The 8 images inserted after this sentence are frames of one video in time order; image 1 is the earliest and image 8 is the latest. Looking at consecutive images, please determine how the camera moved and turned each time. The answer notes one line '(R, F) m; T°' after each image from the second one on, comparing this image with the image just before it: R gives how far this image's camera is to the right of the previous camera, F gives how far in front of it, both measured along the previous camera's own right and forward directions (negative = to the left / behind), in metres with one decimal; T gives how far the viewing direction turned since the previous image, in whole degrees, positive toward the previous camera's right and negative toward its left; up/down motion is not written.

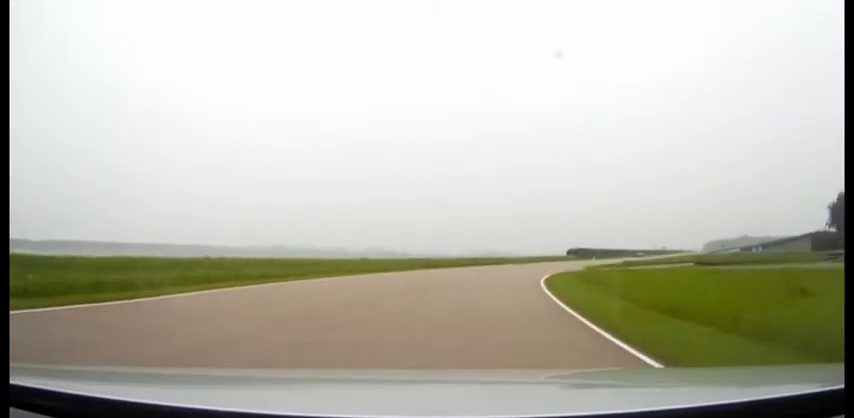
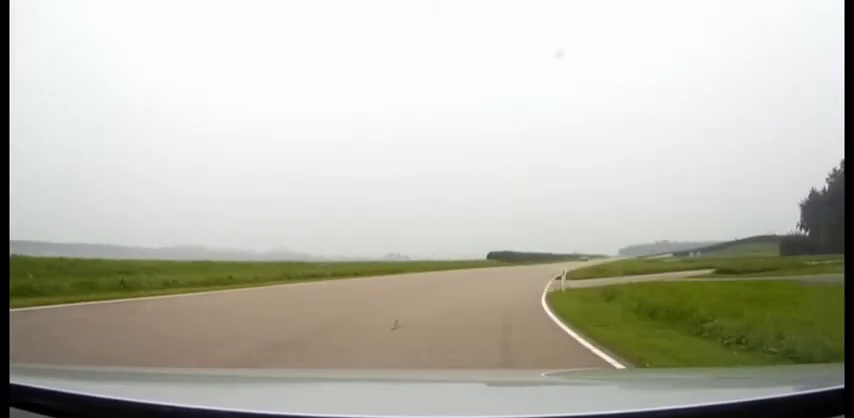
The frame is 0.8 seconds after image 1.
(+2.6, +20.5) m; +6°
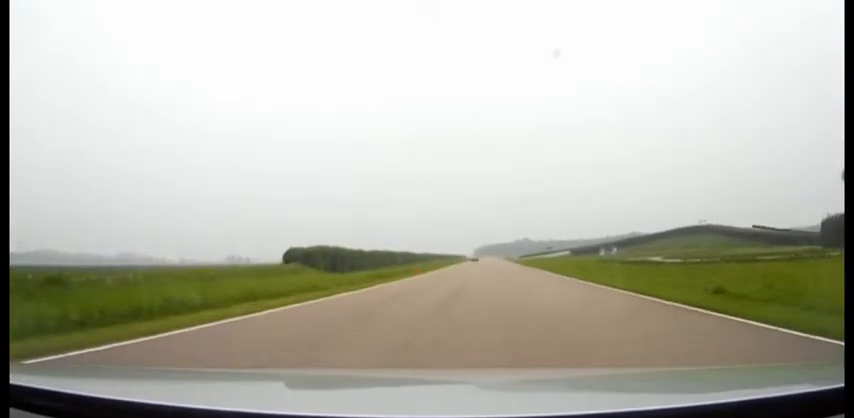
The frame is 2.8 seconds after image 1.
(+6.9, +59.3) m; +12°
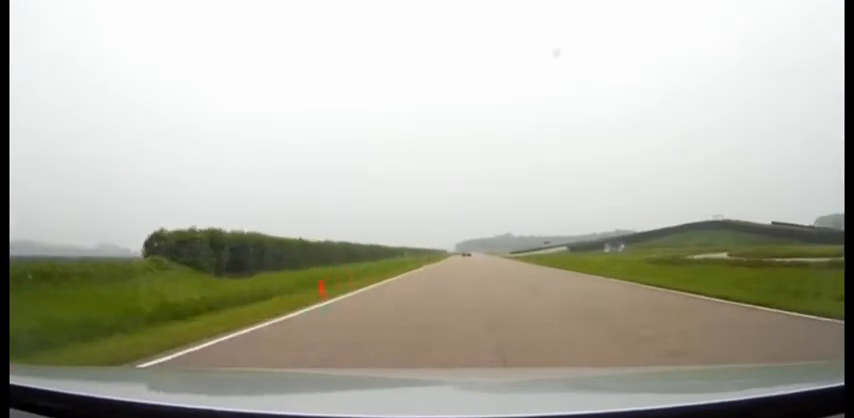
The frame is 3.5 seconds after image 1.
(+0.3, +22.4) m; +2°
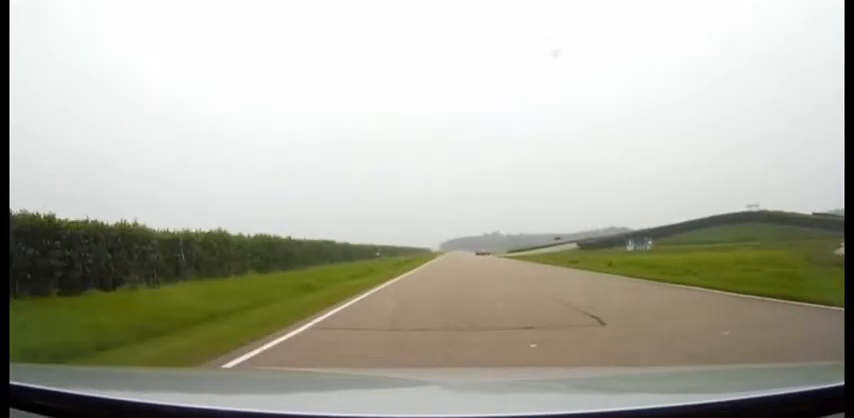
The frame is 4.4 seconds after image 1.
(+0.4, +27.2) m; +1°
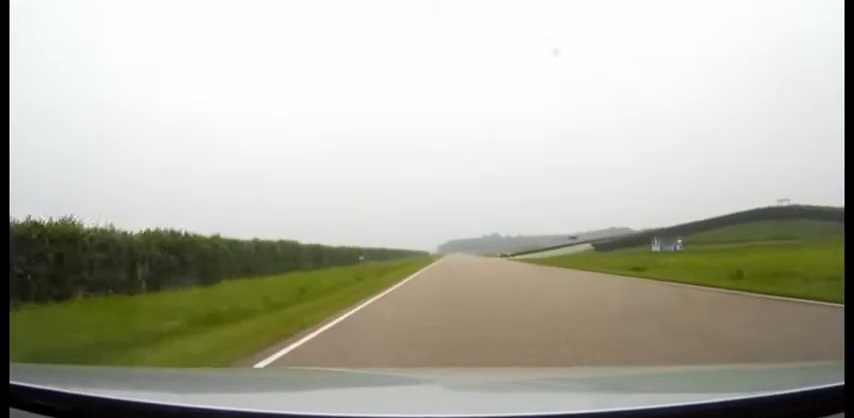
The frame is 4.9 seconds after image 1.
(+0.2, +14.7) m; +1°
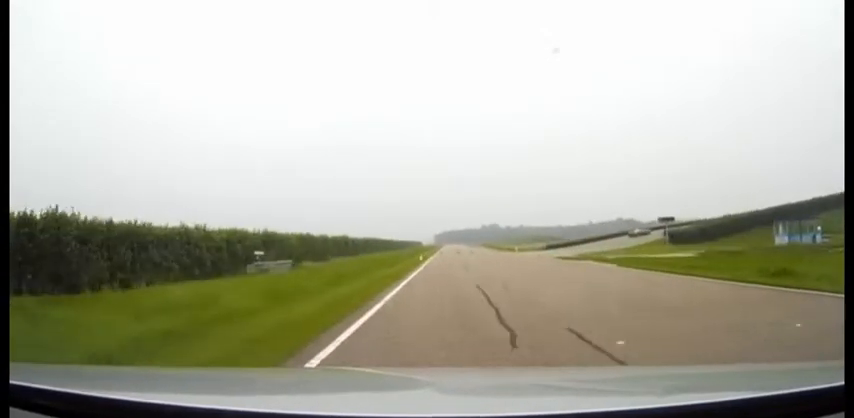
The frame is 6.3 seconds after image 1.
(+0.1, +39.5) m; +1°
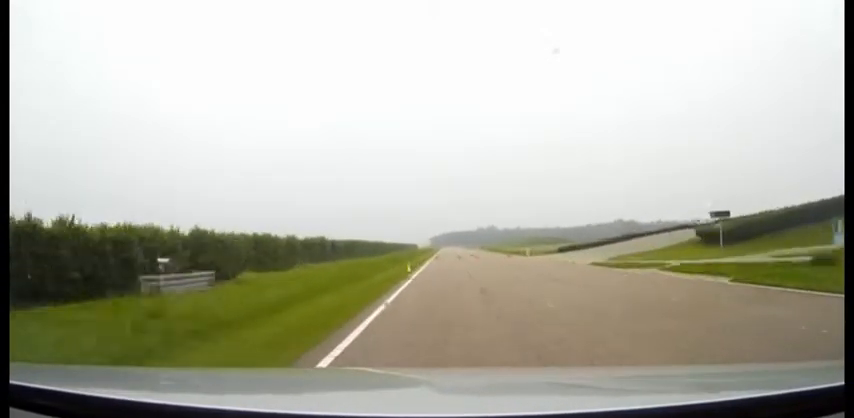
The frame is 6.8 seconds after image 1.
(-0.1, +12.0) m; +1°
